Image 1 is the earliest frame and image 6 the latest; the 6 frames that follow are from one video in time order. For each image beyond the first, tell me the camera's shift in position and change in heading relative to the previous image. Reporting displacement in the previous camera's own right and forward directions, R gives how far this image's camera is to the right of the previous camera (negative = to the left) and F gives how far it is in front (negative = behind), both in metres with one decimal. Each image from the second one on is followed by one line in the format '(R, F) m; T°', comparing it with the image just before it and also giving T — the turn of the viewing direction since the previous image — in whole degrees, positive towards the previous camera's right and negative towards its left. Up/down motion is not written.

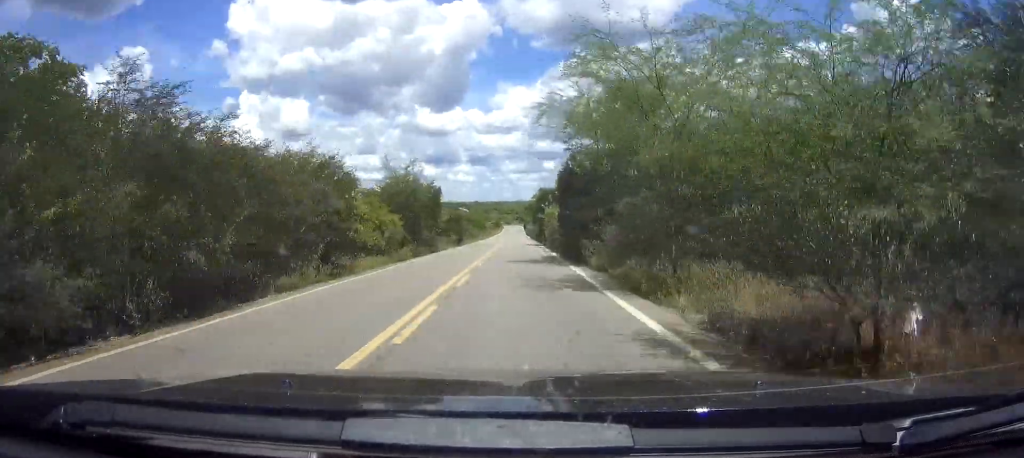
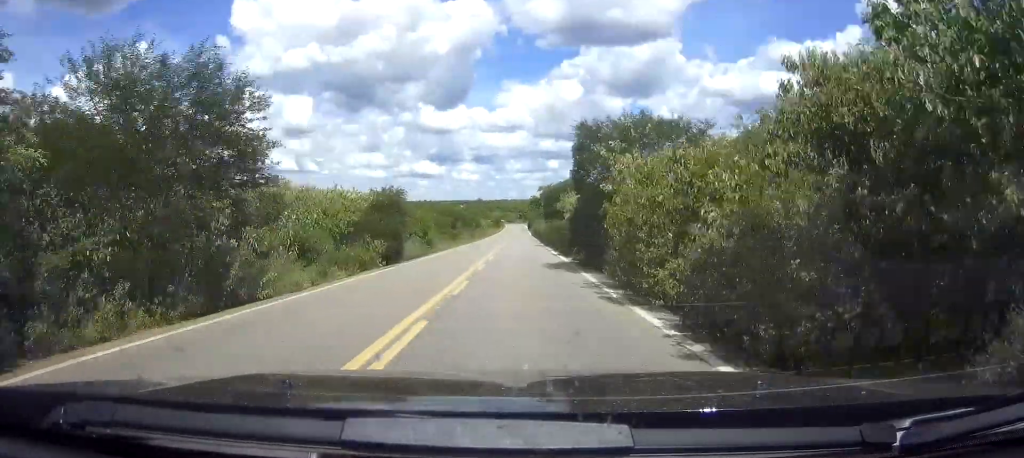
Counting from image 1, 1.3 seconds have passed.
(-0.1, +34.8) m; 0°
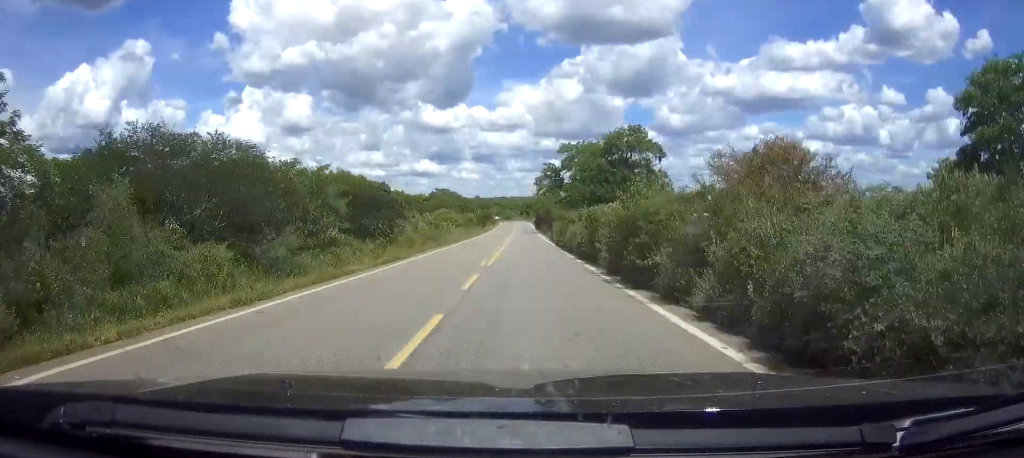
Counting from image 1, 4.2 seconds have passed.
(+0.1, +77.7) m; 0°
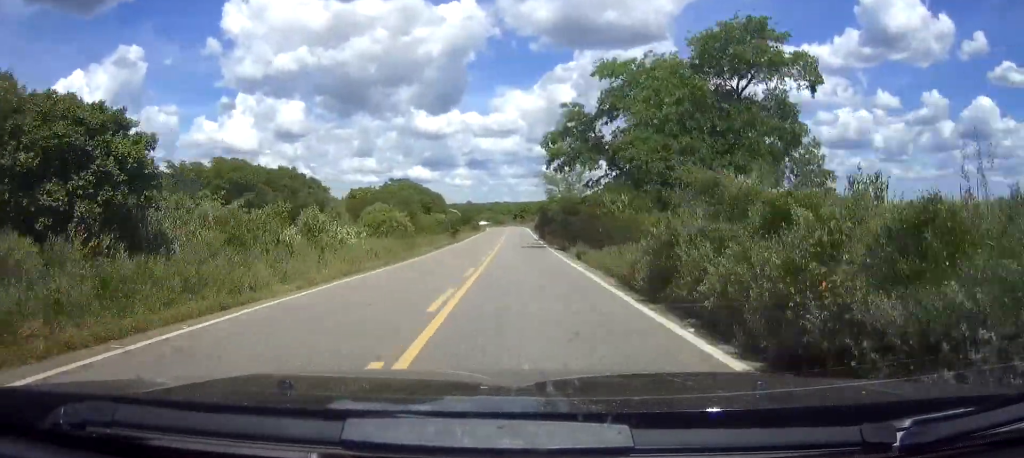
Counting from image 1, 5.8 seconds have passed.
(0.0, +43.7) m; 0°
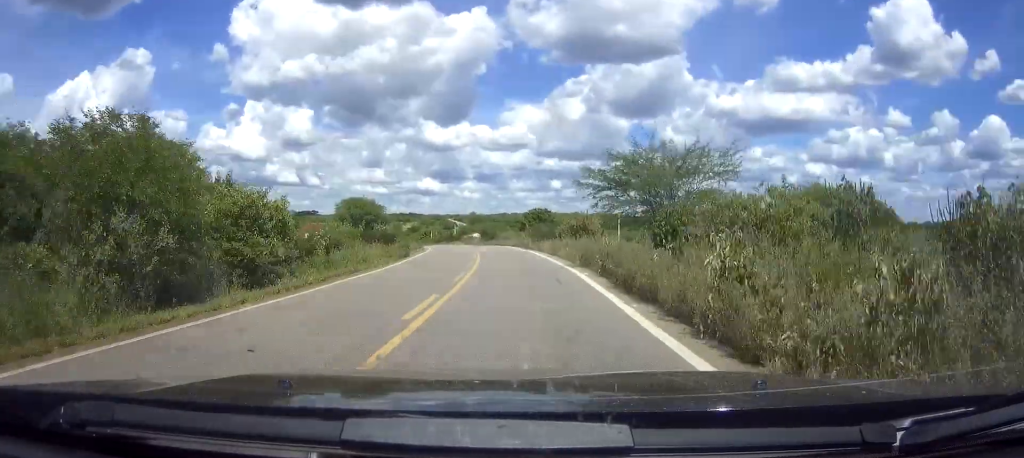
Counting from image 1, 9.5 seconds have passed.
(-1.3, +100.9) m; -5°
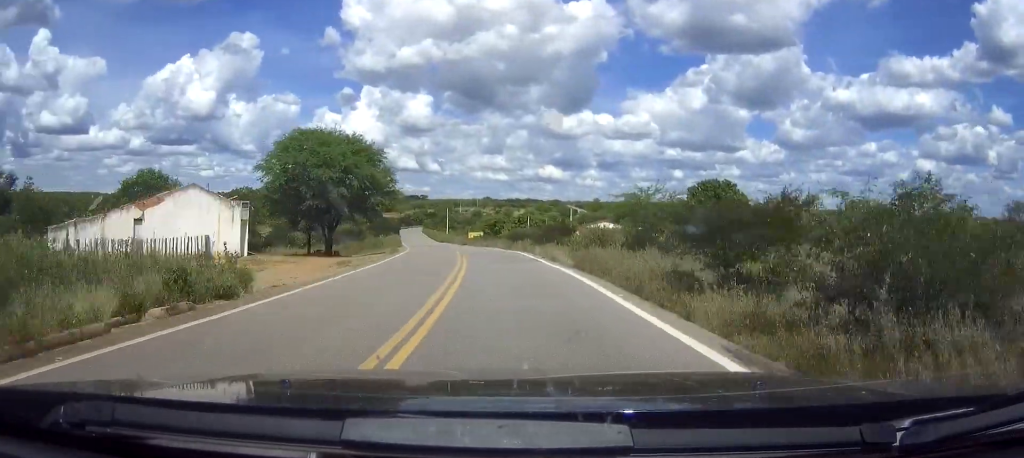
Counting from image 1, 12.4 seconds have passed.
(-4.6, +78.9) m; -4°
